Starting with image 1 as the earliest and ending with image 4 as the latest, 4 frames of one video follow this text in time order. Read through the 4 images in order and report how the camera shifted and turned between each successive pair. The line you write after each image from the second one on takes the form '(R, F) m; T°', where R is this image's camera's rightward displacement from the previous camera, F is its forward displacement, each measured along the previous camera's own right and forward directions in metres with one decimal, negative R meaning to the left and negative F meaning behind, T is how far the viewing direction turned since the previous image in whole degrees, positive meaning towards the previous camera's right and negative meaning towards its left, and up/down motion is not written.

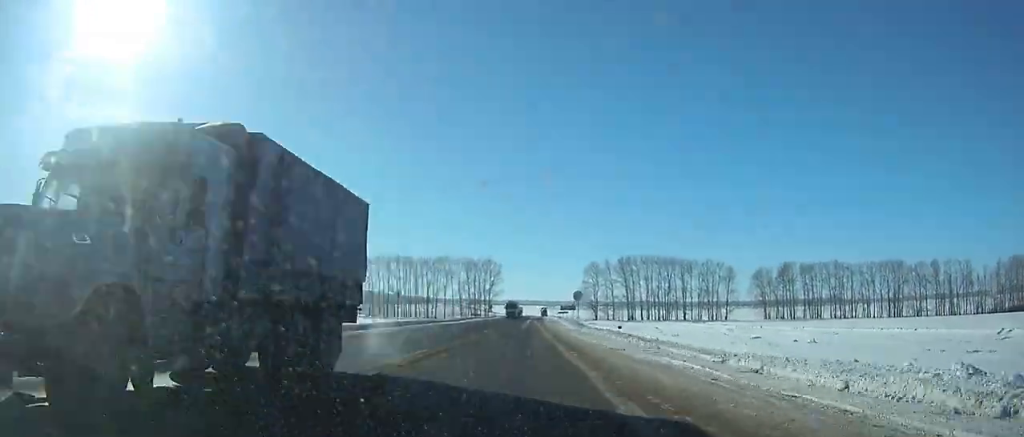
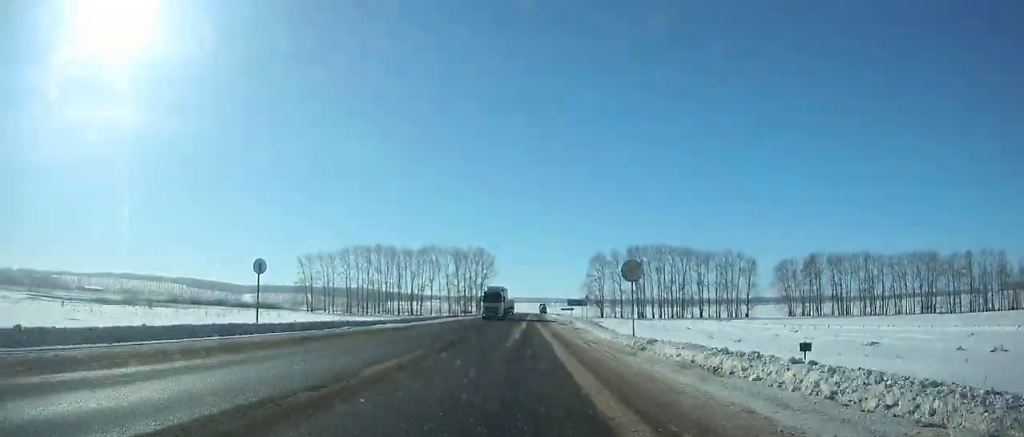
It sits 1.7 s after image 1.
(+0.1, +28.2) m; 0°
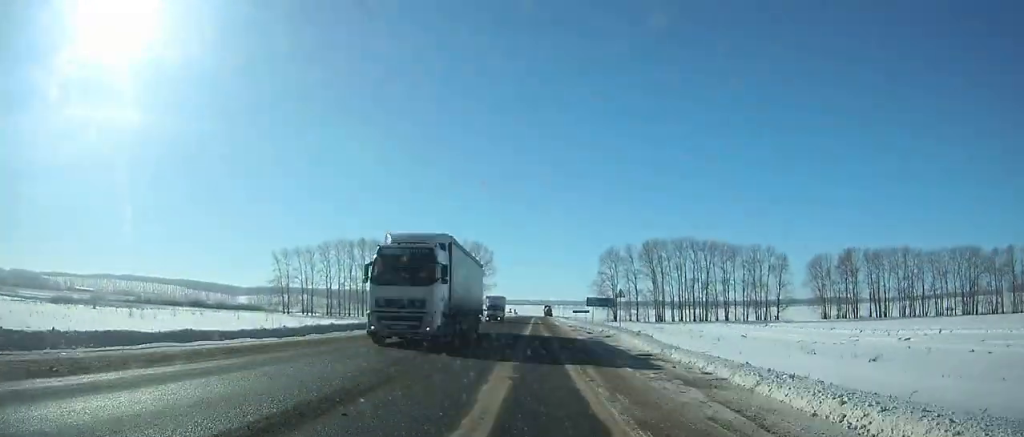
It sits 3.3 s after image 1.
(+0.1, +26.7) m; 0°
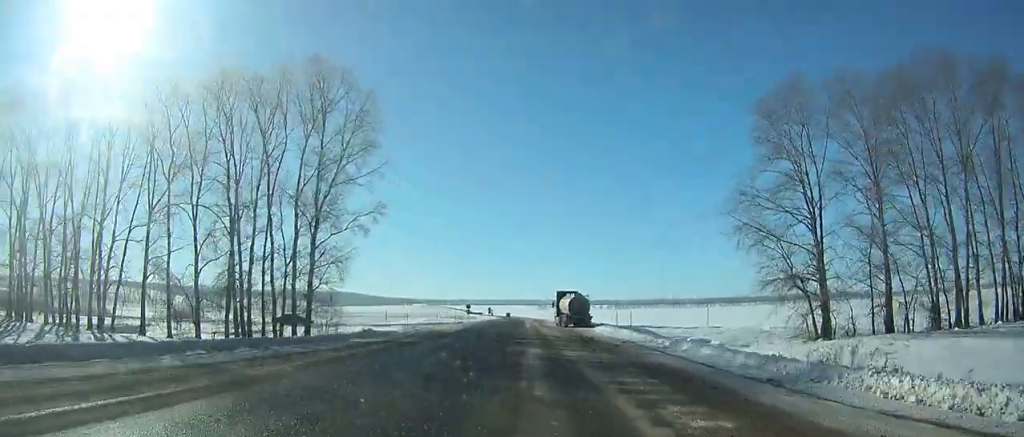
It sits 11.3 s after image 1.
(-0.4, +141.5) m; 0°
